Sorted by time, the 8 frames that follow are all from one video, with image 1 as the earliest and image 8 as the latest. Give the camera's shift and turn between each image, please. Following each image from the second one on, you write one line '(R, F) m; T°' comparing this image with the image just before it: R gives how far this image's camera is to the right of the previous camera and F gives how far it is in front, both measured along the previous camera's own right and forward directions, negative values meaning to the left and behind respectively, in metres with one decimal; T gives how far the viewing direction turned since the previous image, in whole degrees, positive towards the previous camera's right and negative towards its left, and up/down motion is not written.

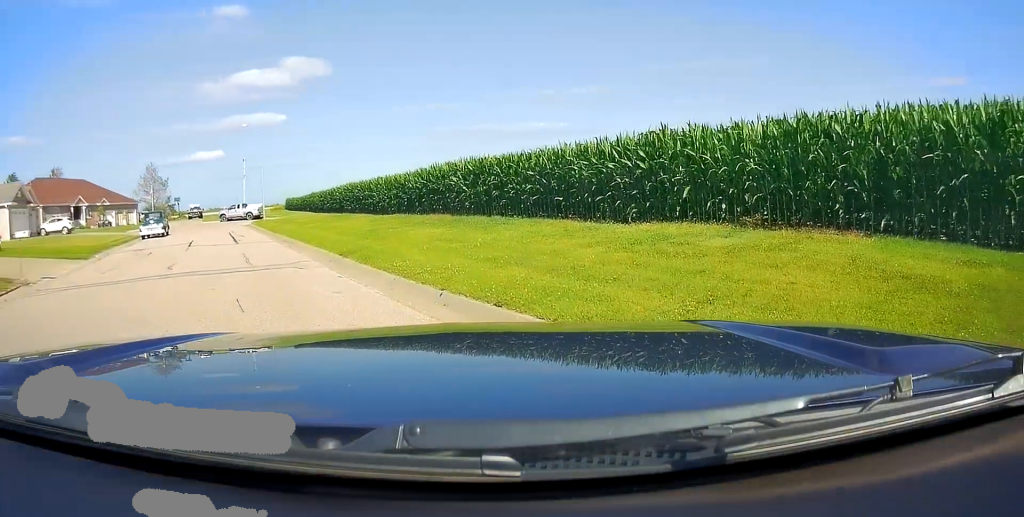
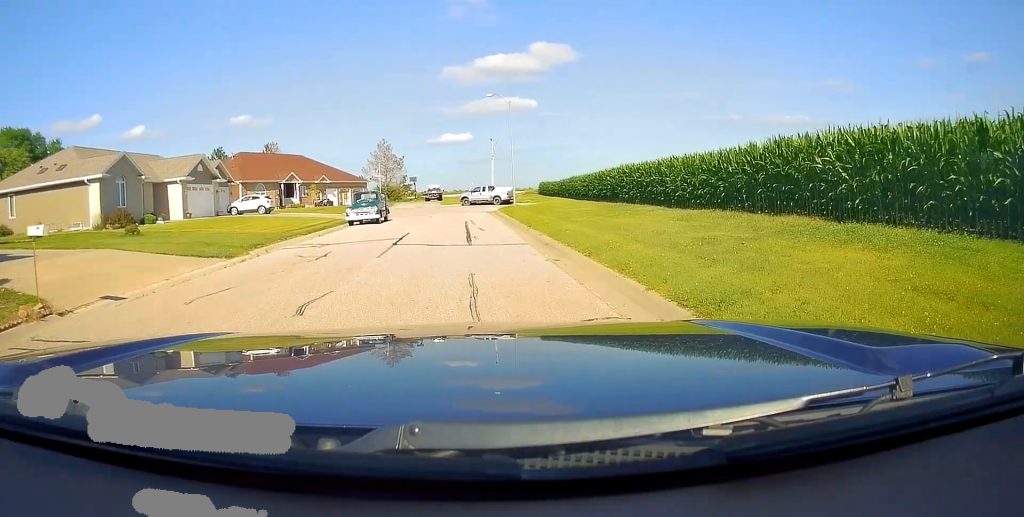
(-1.4, +7.1) m; -22°
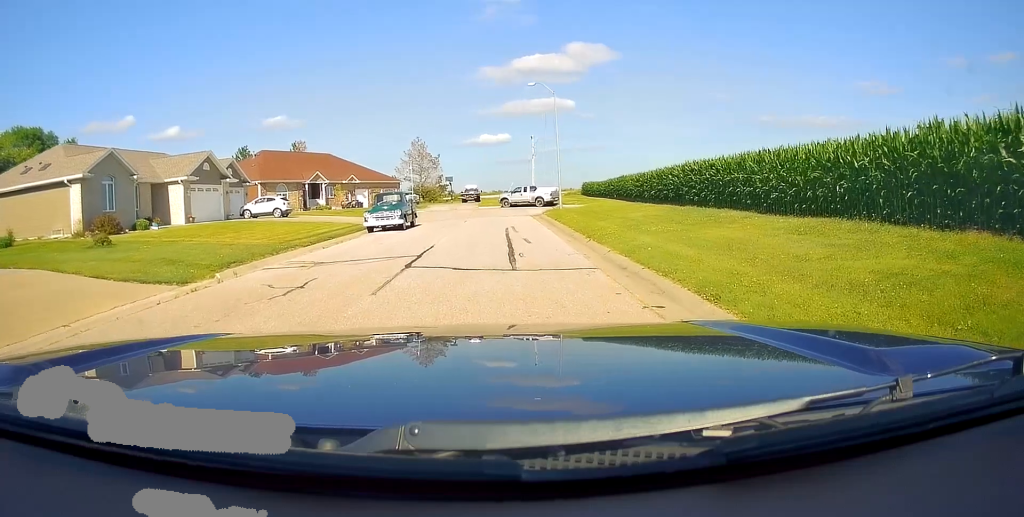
(-0.5, +4.3) m; -11°
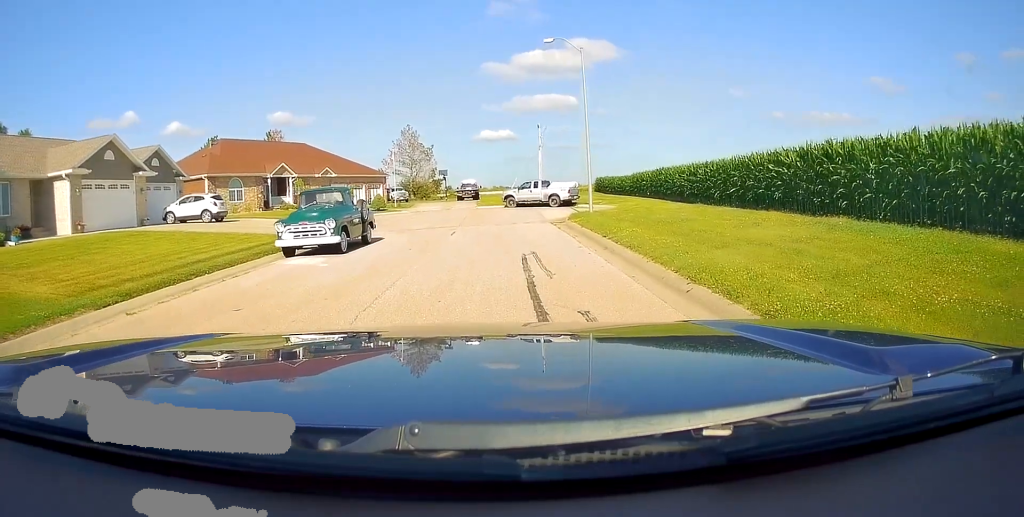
(-1.5, +10.9) m; -10°
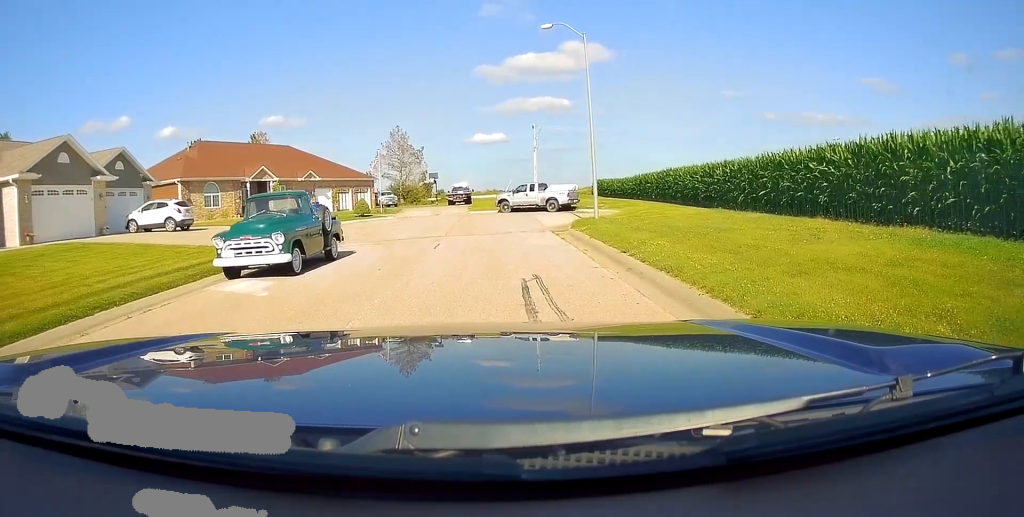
(-0.1, +3.4) m; +1°
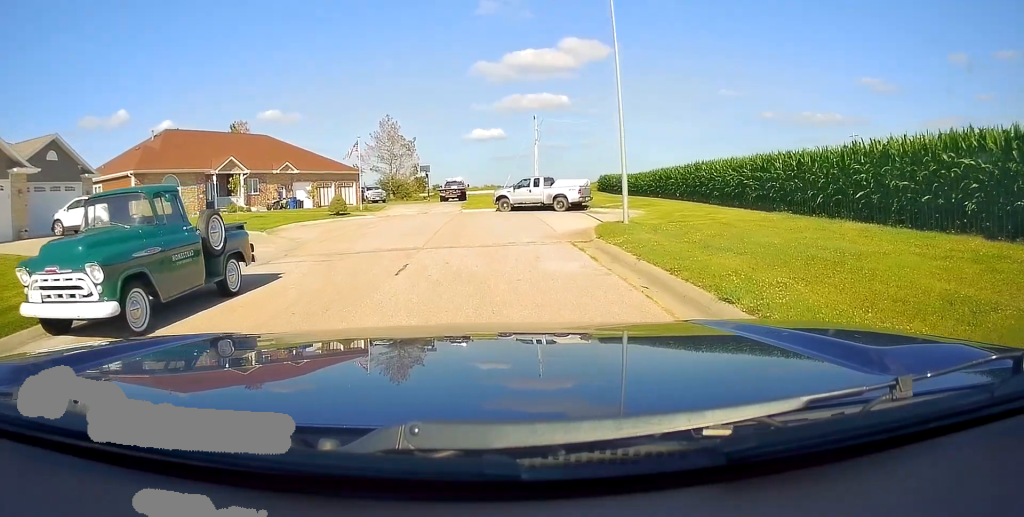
(+0.5, +6.4) m; +2°
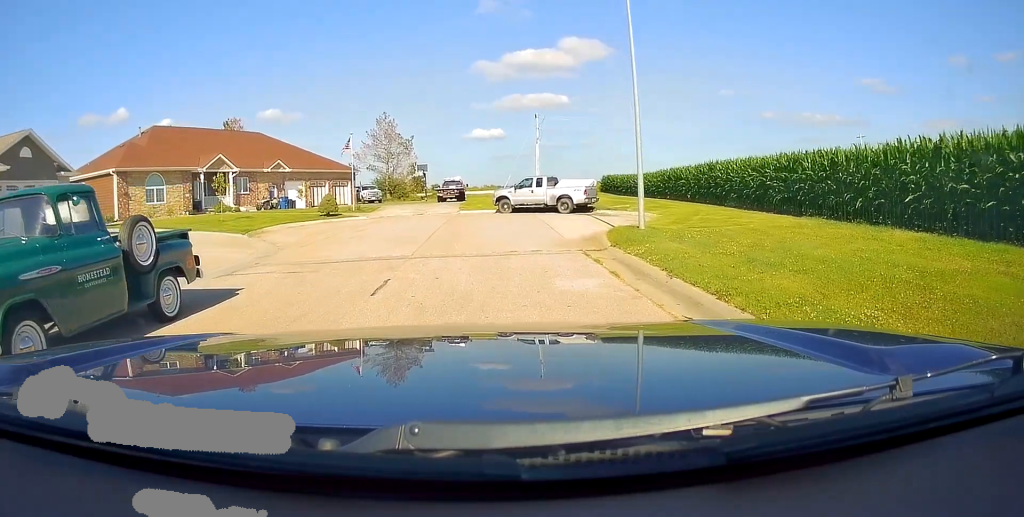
(+0.1, +2.3) m; -2°
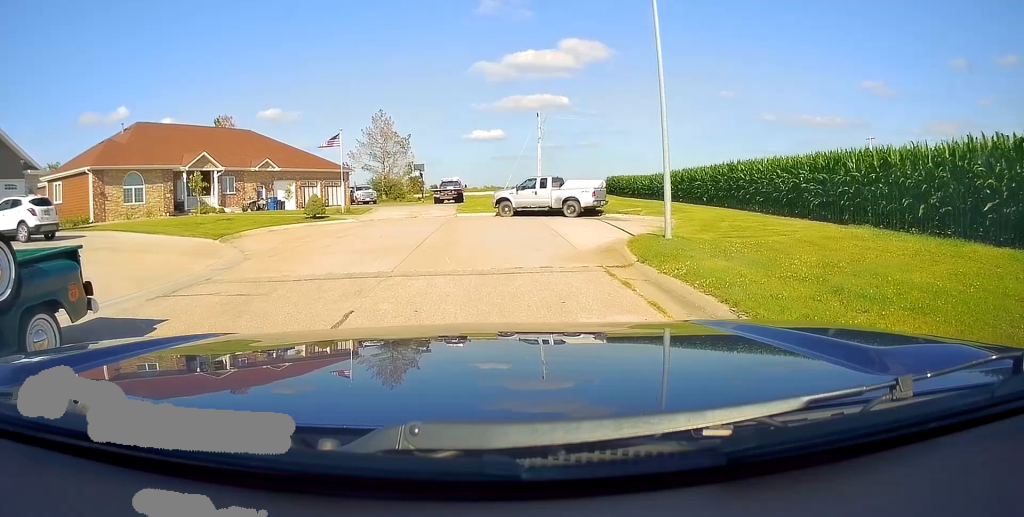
(-0.1, +2.8) m; -1°
